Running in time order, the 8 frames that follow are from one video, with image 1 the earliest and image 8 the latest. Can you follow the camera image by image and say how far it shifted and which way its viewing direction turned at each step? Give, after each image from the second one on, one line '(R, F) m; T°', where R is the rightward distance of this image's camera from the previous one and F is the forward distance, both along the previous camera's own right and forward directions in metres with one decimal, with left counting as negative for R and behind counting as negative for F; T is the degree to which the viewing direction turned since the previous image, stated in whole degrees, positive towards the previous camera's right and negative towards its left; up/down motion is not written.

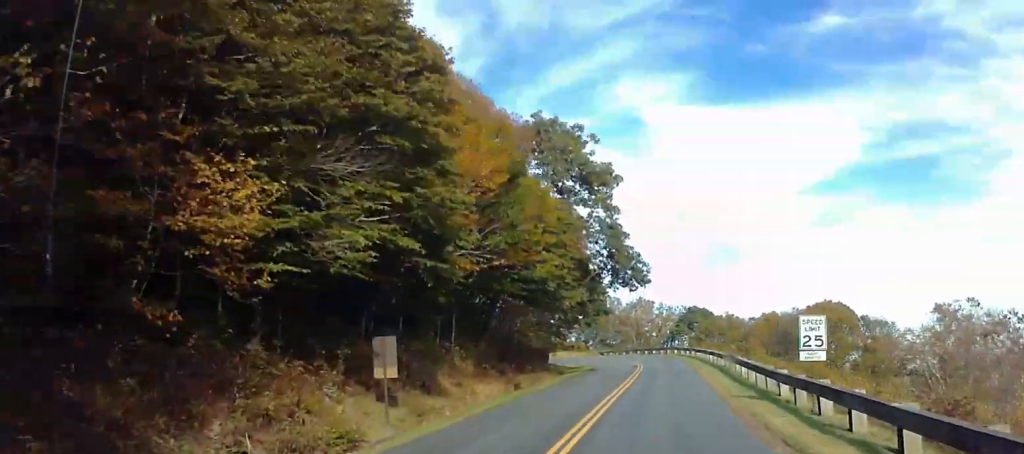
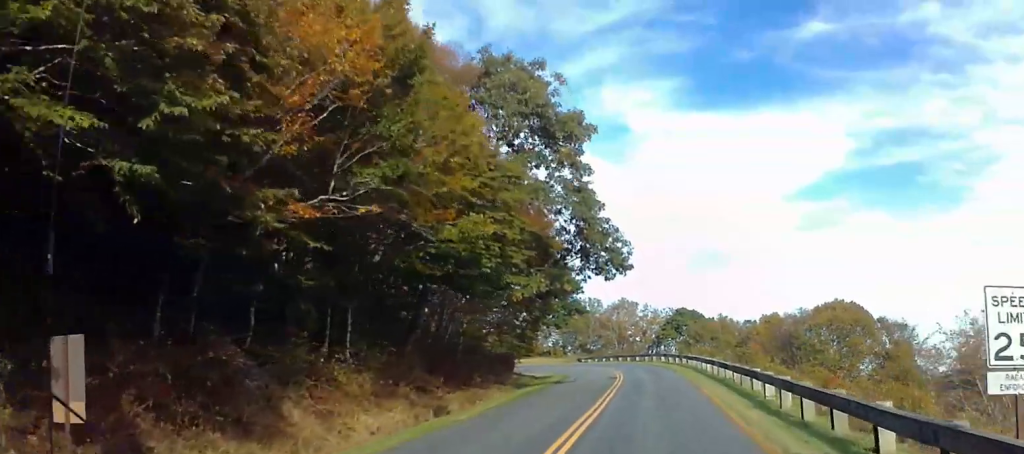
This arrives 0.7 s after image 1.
(+0.2, +11.9) m; +1°
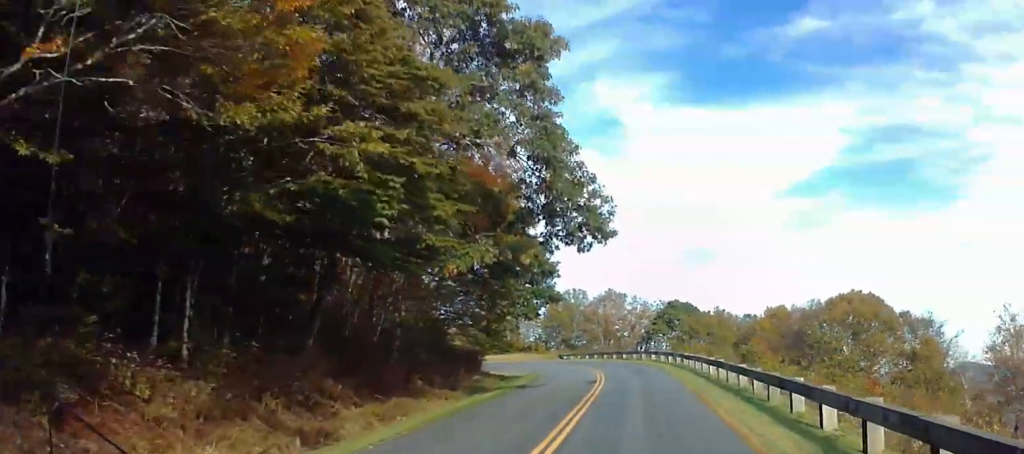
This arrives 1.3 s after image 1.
(0.0, +9.6) m; +1°
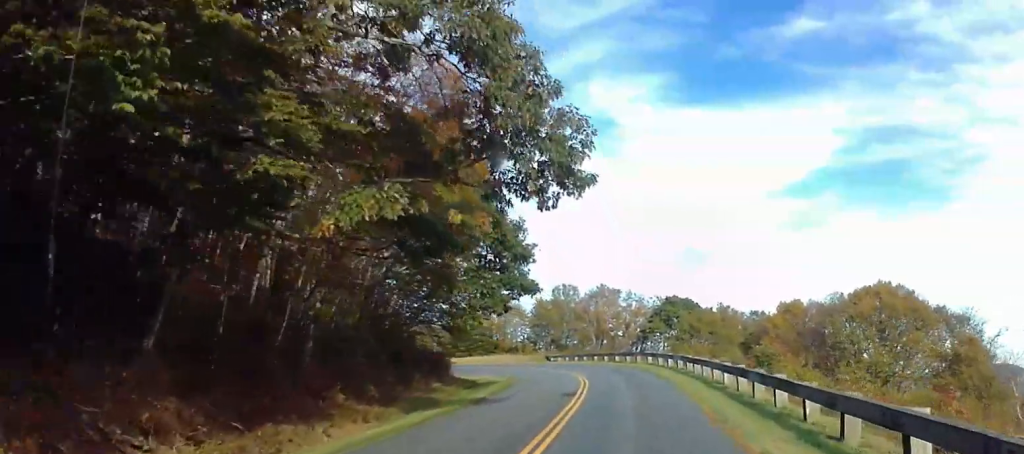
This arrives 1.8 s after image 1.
(+0.2, +8.8) m; 0°
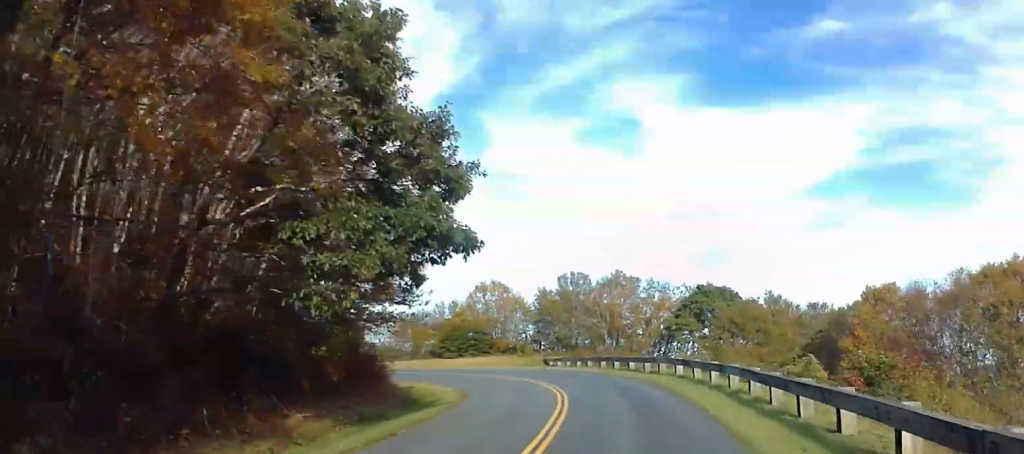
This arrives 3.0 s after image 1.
(0.0, +18.3) m; -1°
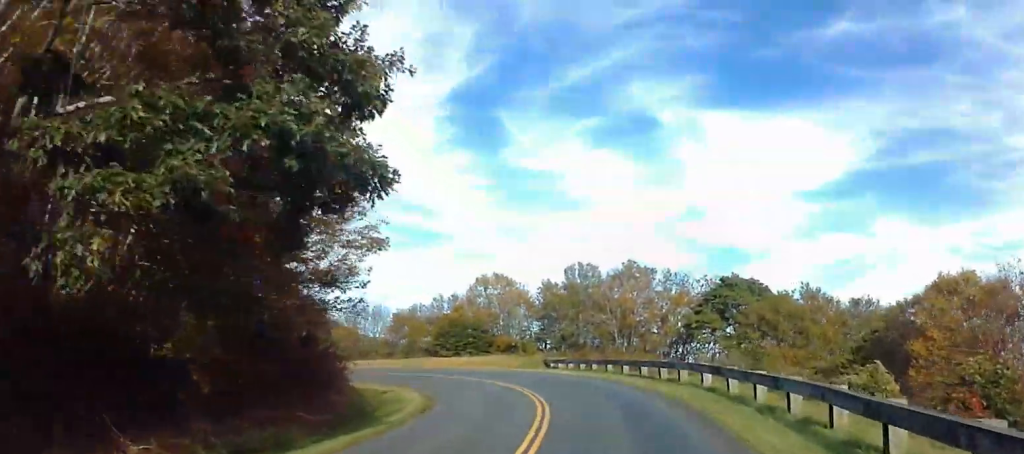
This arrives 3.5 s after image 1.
(-0.1, +8.4) m; 0°
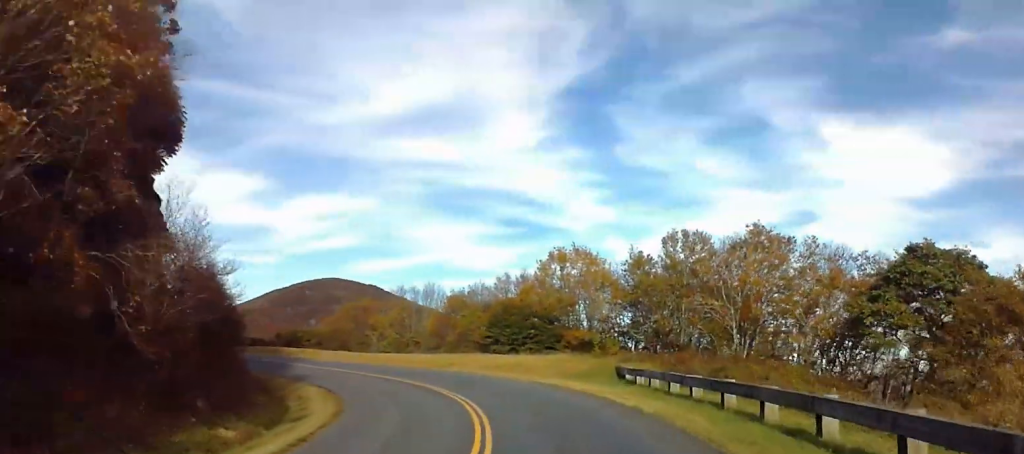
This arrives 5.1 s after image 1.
(0.0, +22.3) m; -7°
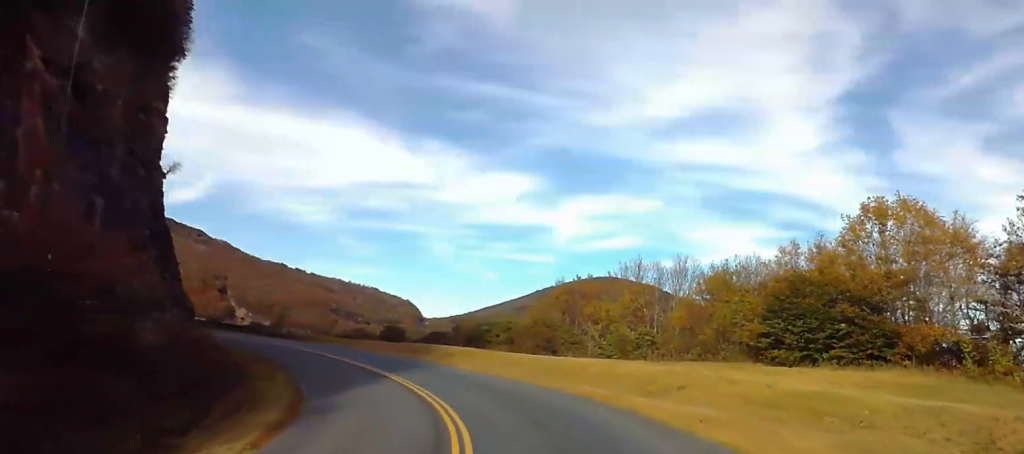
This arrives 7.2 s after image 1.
(-4.7, +26.0) m; -22°
